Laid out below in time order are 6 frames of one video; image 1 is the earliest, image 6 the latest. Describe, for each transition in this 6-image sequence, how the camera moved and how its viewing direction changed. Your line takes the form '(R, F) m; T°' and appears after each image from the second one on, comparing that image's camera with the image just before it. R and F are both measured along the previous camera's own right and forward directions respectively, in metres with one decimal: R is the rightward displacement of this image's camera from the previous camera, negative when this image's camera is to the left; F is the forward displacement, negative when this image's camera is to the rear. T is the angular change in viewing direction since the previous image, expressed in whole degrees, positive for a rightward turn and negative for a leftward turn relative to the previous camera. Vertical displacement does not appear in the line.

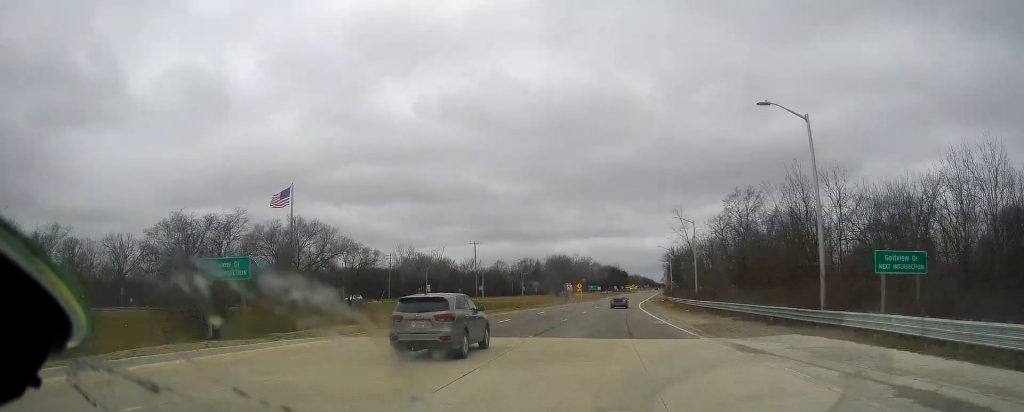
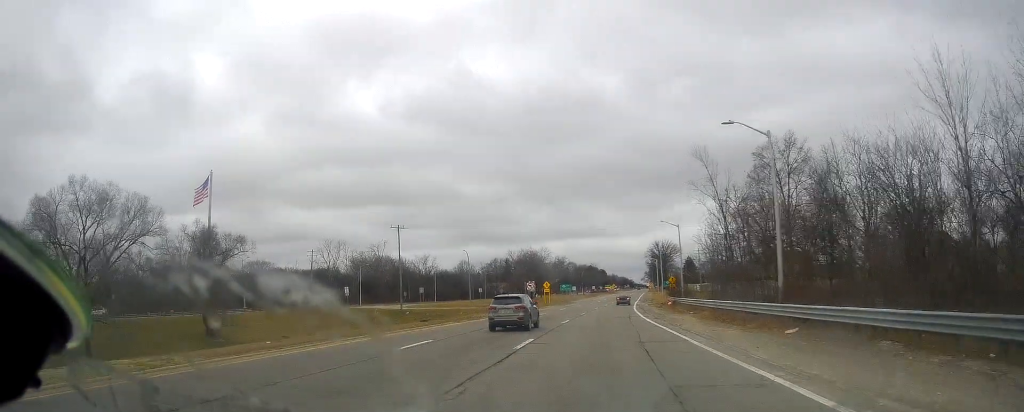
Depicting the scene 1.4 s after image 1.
(+0.7, +32.7) m; +3°
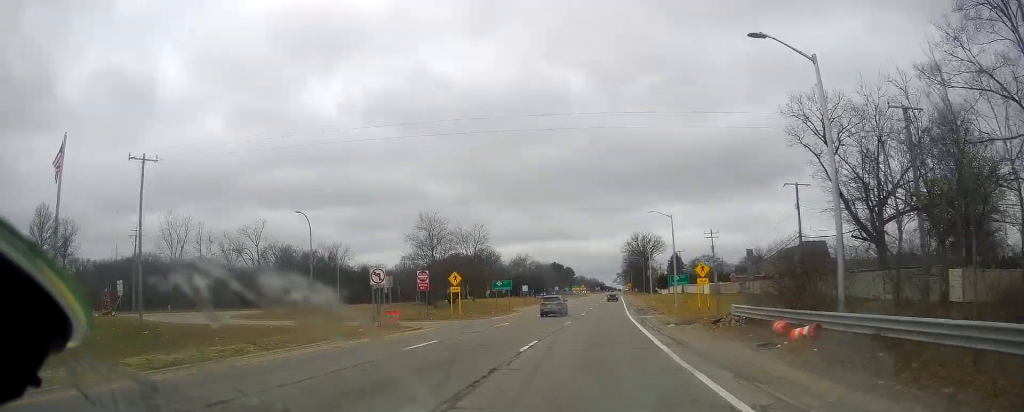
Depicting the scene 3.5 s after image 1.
(+1.5, +47.1) m; +2°
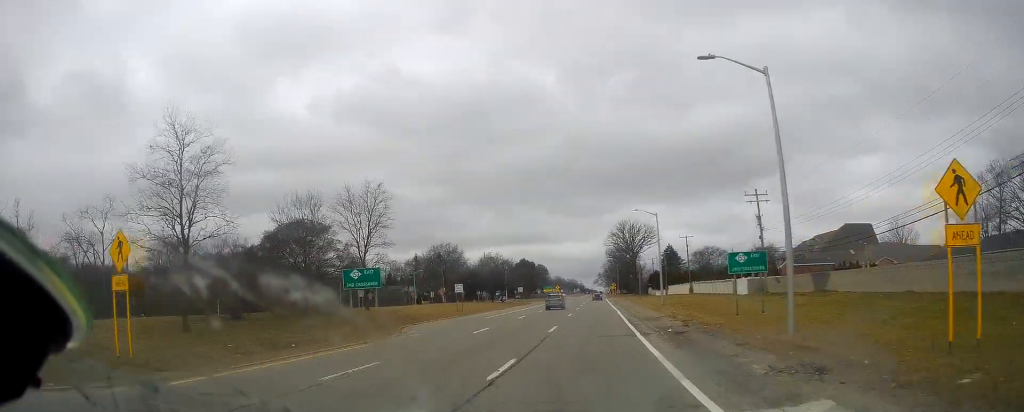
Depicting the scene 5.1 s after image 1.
(+1.0, +36.1) m; +3°
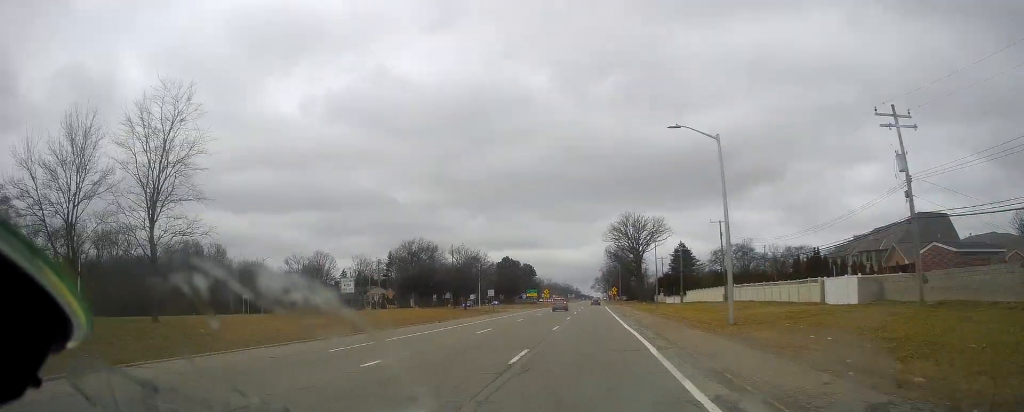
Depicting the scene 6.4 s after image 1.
(+0.2, +28.4) m; 0°
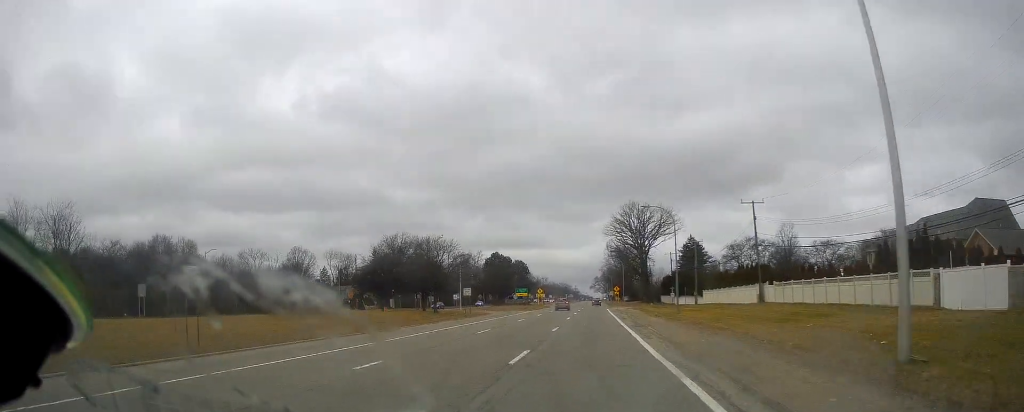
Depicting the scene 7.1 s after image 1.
(-0.1, +15.3) m; 0°
